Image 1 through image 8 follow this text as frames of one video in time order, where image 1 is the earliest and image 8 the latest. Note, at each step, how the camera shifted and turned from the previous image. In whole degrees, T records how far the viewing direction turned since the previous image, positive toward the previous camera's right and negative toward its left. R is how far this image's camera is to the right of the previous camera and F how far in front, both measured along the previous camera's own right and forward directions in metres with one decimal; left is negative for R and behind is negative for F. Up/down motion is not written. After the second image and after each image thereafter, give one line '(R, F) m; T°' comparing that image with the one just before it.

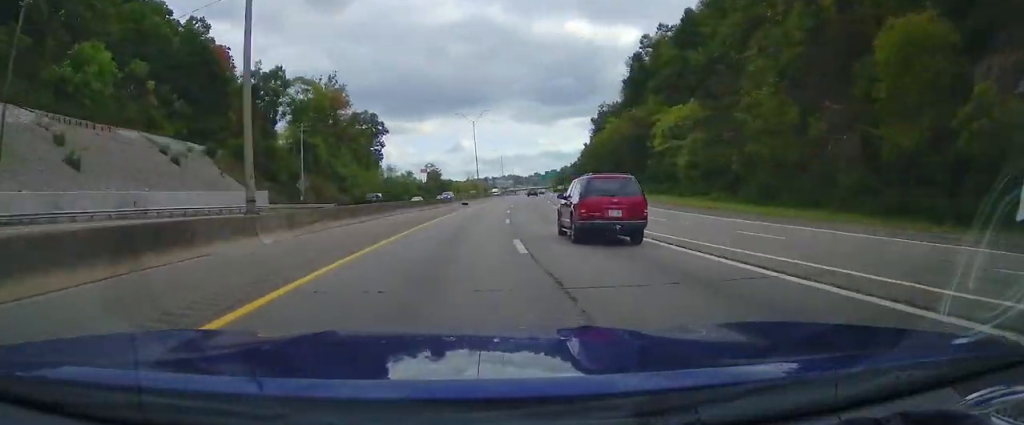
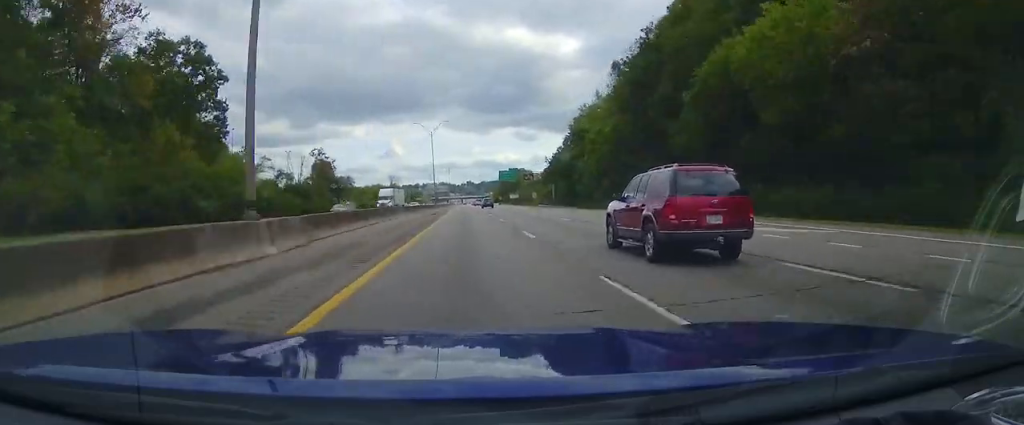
(+4.9, +82.2) m; +3°
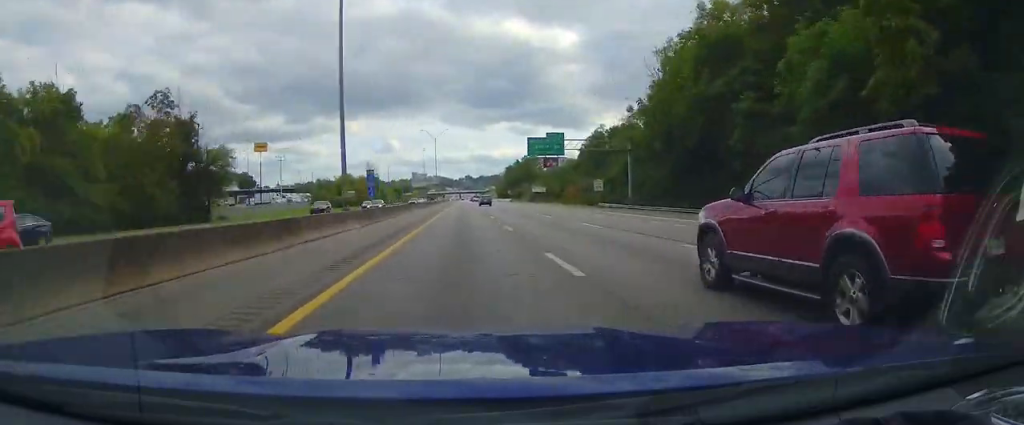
(+0.9, +71.3) m; +1°
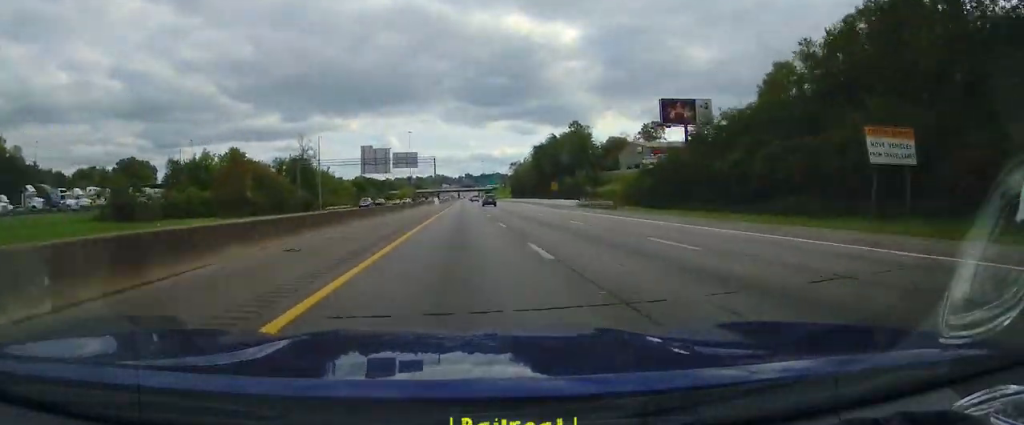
(+0.1, +107.8) m; 0°
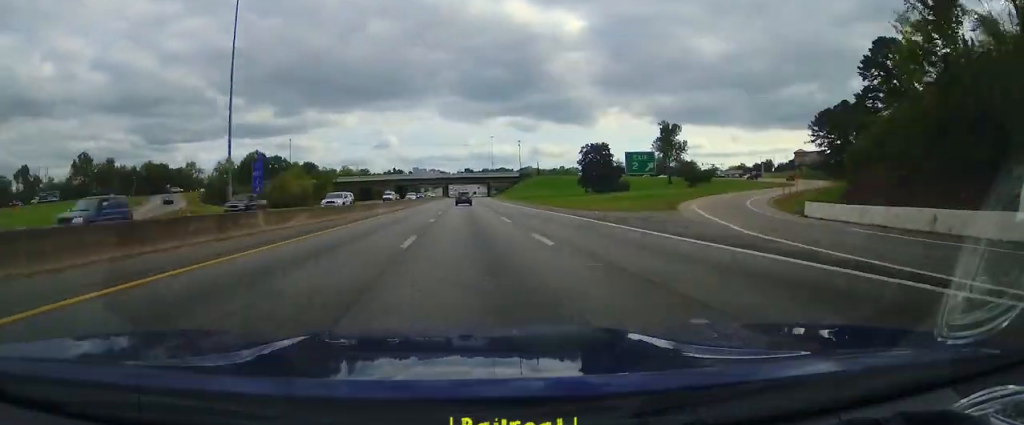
(-0.5, +224.7) m; 0°
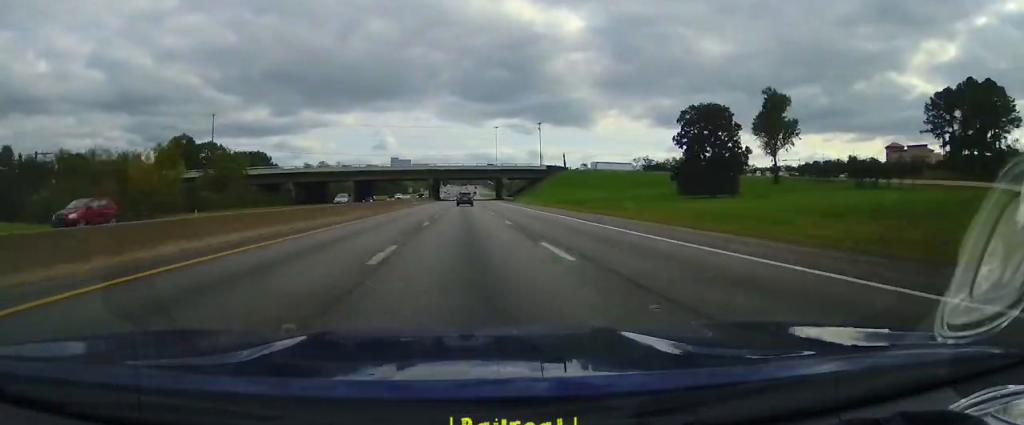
(+0.1, +63.8) m; 0°
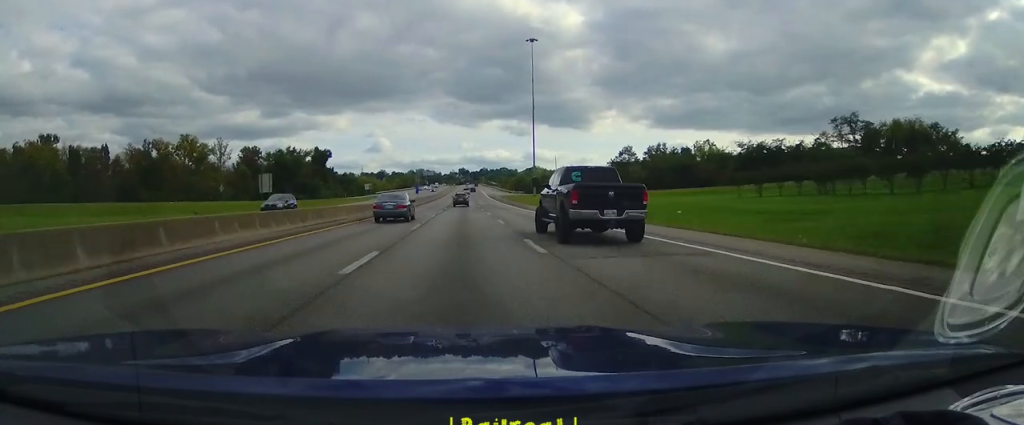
(+1.8, +183.2) m; +1°
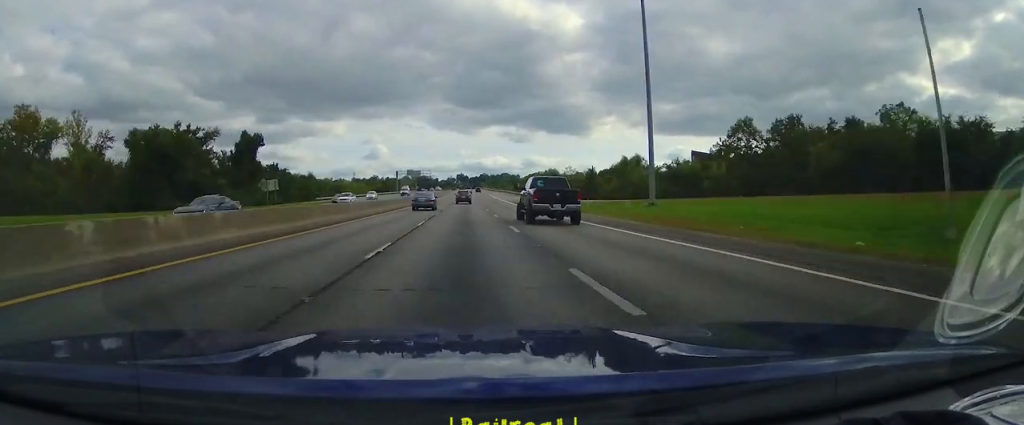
(-0.2, +79.9) m; 0°
